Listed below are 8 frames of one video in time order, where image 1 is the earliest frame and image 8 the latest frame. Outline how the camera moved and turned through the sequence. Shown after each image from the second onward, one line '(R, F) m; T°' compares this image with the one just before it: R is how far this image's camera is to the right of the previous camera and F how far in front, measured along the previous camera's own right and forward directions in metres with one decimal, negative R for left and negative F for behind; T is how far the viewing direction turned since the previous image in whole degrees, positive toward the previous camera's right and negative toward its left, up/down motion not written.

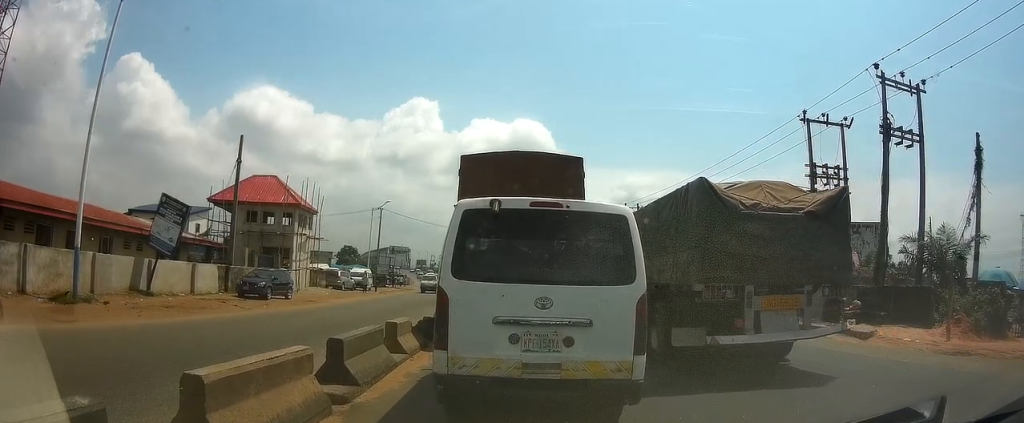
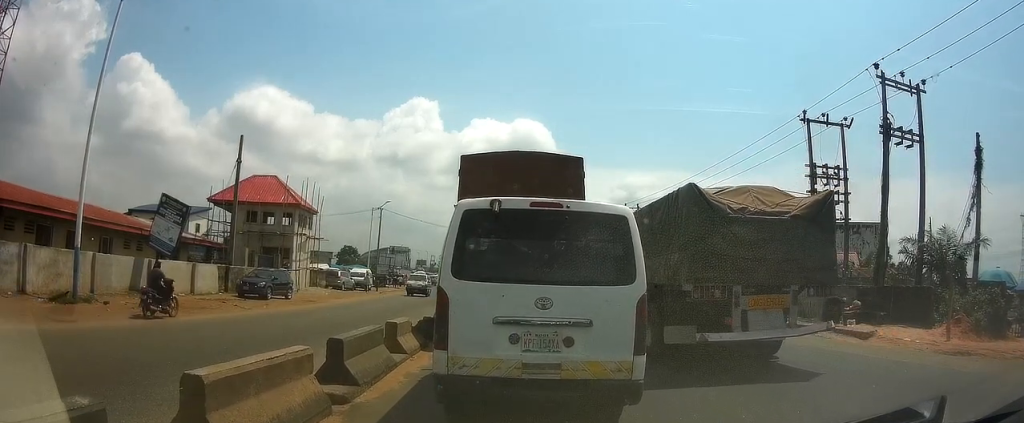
(0.0, 0.0) m; 0°
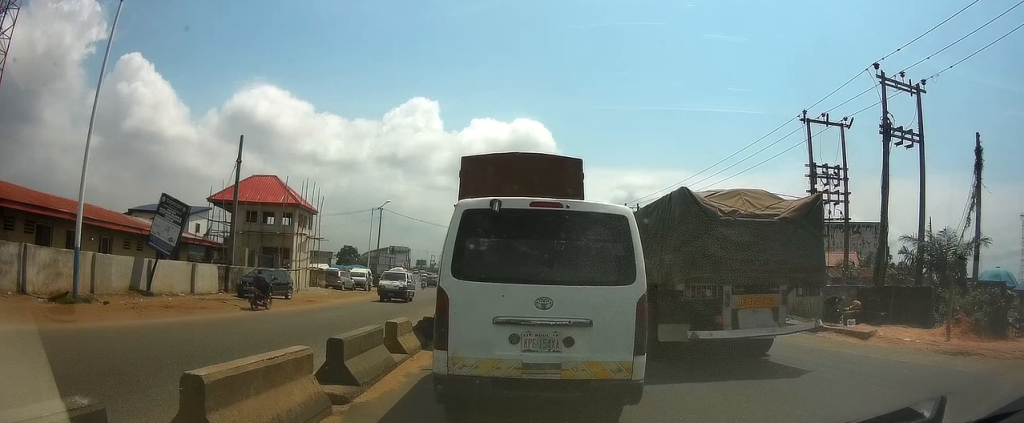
(0.0, 0.0) m; 0°
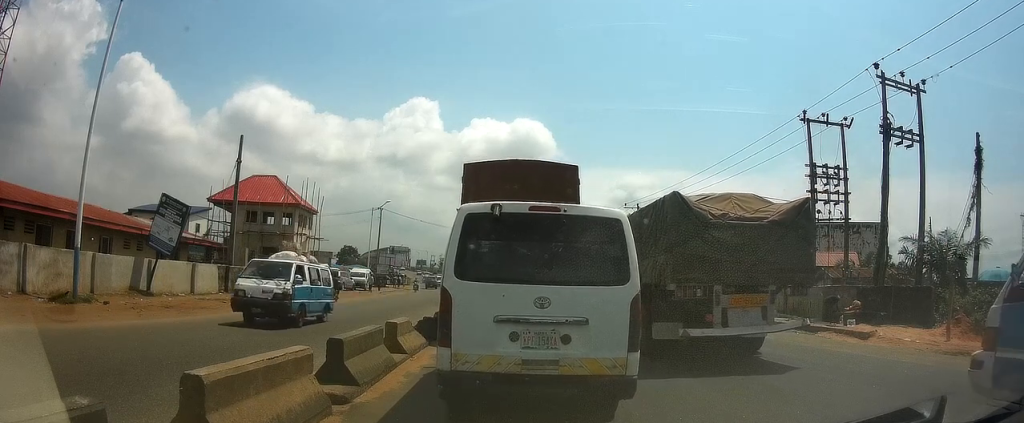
(0.0, 0.0) m; 0°
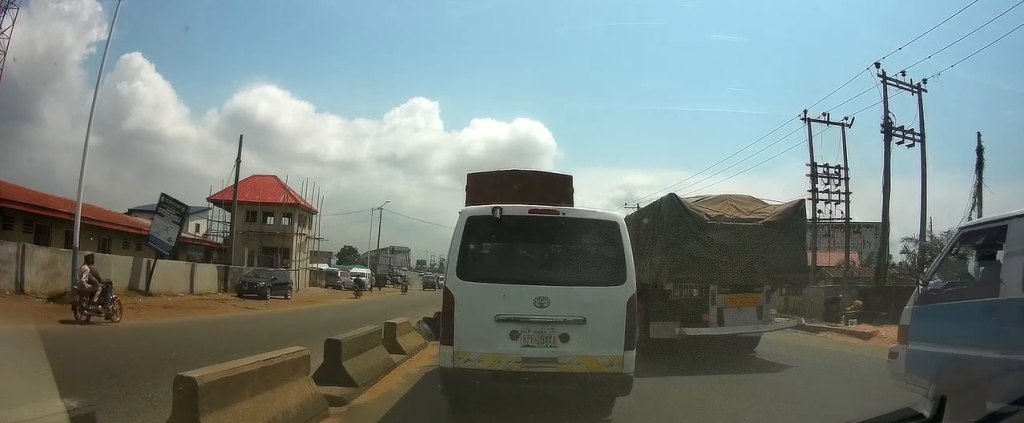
(0.0, 0.0) m; 0°
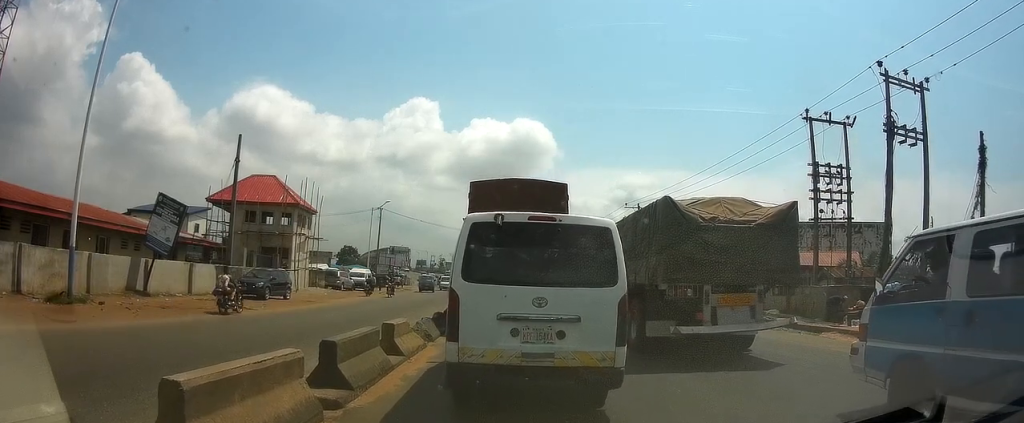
(0.0, +0.2) m; 0°
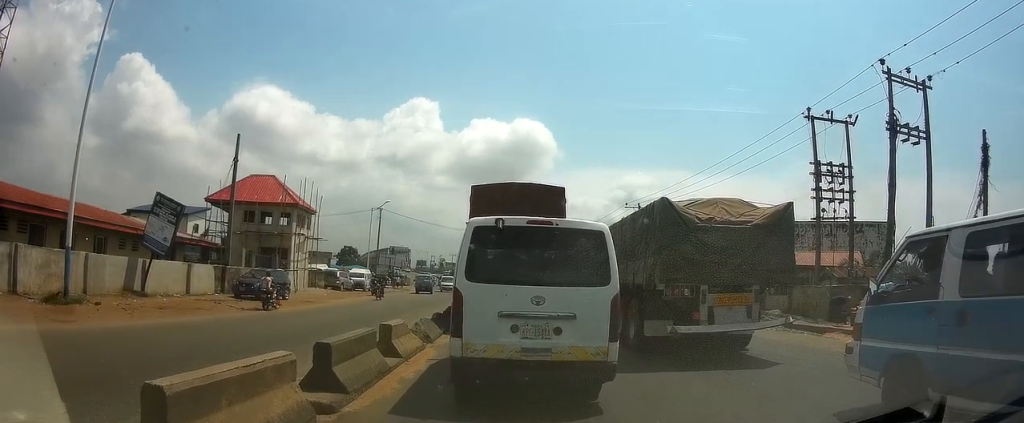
(0.0, +0.1) m; 0°
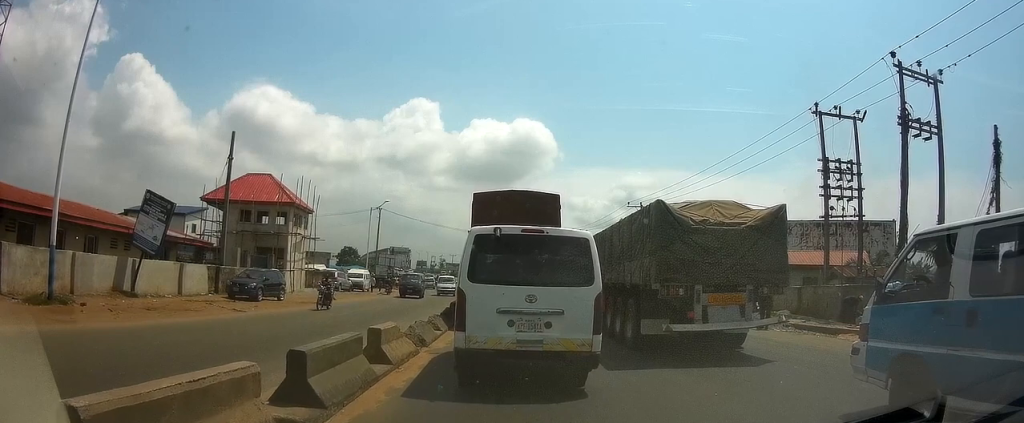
(0.0, +0.8) m; 0°
